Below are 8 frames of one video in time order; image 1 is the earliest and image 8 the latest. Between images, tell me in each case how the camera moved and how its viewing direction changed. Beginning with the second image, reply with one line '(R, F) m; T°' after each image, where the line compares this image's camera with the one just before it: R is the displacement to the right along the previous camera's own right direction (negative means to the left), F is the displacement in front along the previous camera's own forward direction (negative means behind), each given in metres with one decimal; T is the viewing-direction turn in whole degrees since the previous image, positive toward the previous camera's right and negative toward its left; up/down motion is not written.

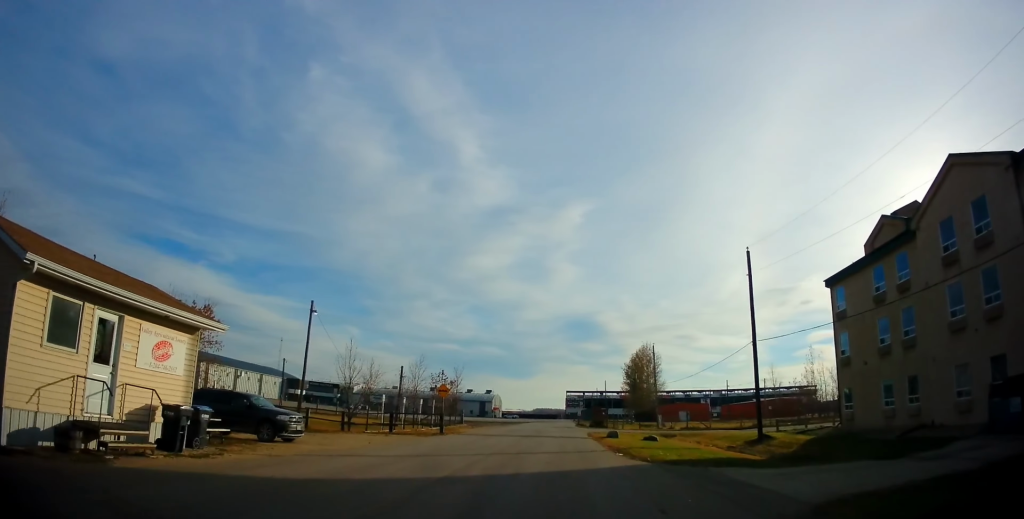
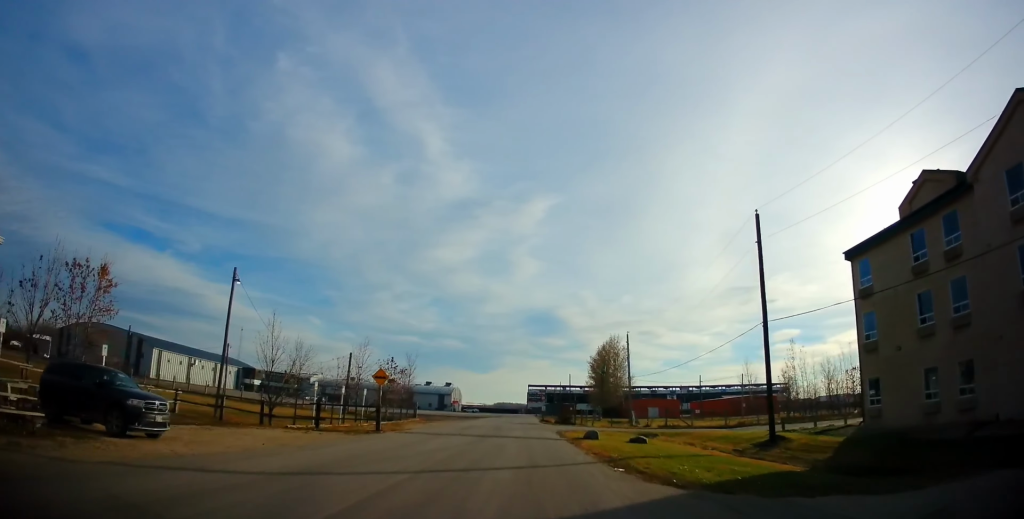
(+0.5, +6.5) m; +7°
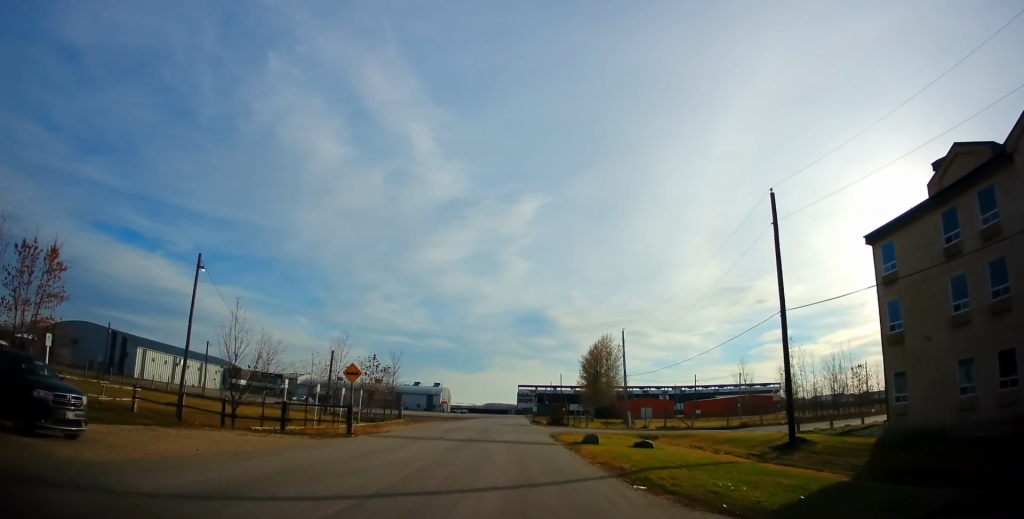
(+0.1, +3.1) m; +1°
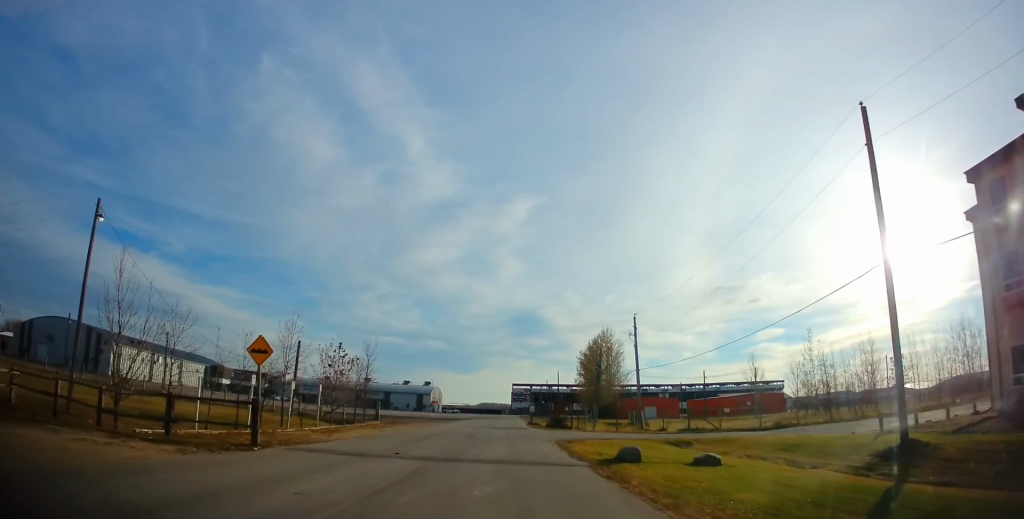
(0.0, +8.5) m; 0°
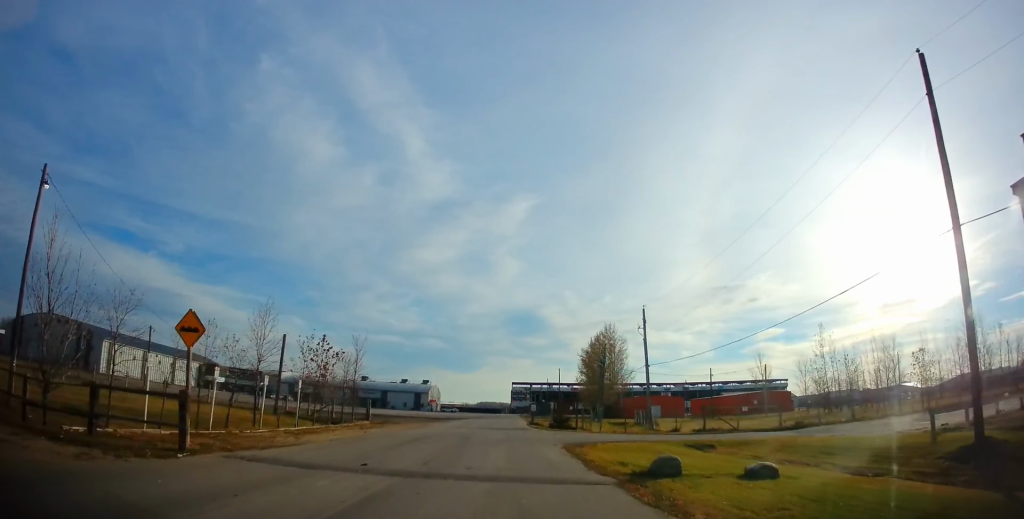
(0.0, +3.6) m; 0°
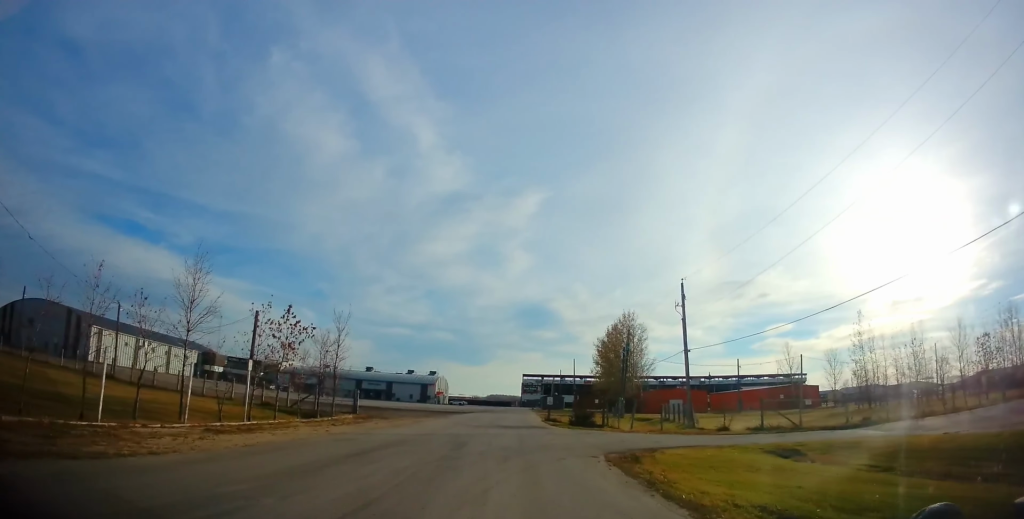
(0.0, +7.8) m; 0°
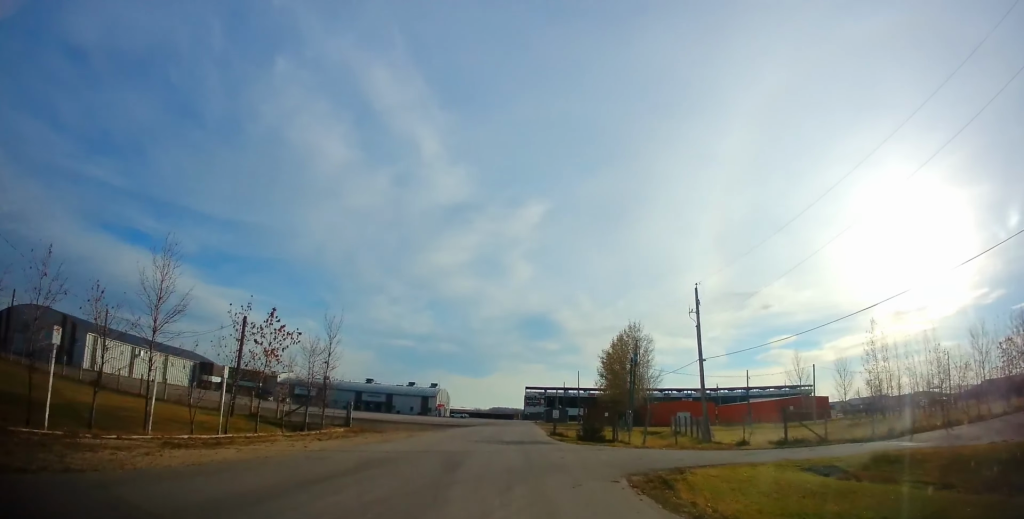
(0.0, +3.0) m; 0°
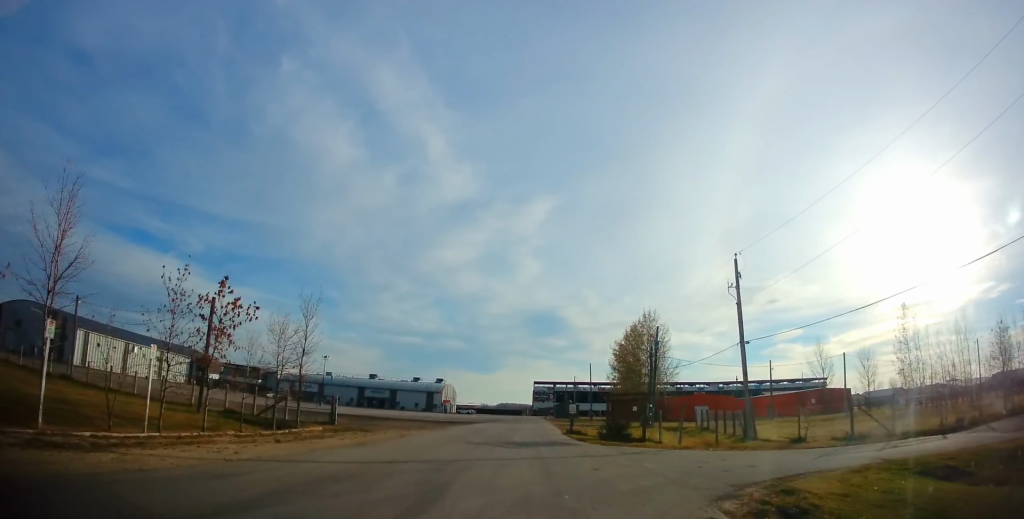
(0.0, +6.6) m; 0°
